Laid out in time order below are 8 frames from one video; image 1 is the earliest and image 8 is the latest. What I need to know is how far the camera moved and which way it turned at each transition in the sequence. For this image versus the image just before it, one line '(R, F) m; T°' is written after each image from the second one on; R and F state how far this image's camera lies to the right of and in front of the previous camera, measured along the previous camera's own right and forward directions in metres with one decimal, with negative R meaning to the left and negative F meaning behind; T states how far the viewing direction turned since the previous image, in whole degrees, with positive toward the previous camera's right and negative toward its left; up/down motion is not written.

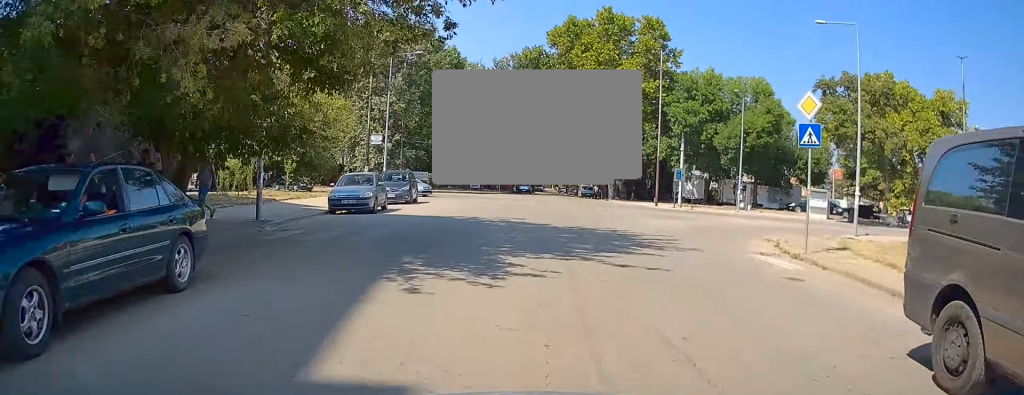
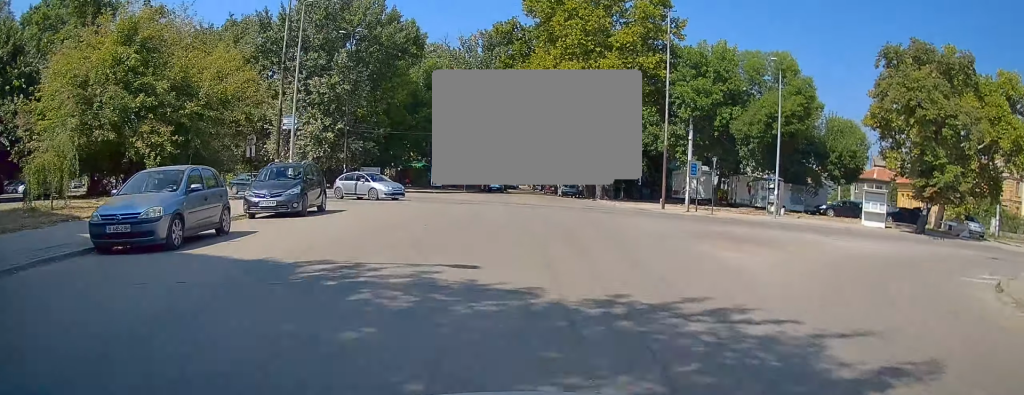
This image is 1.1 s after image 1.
(-0.1, +11.6) m; -2°
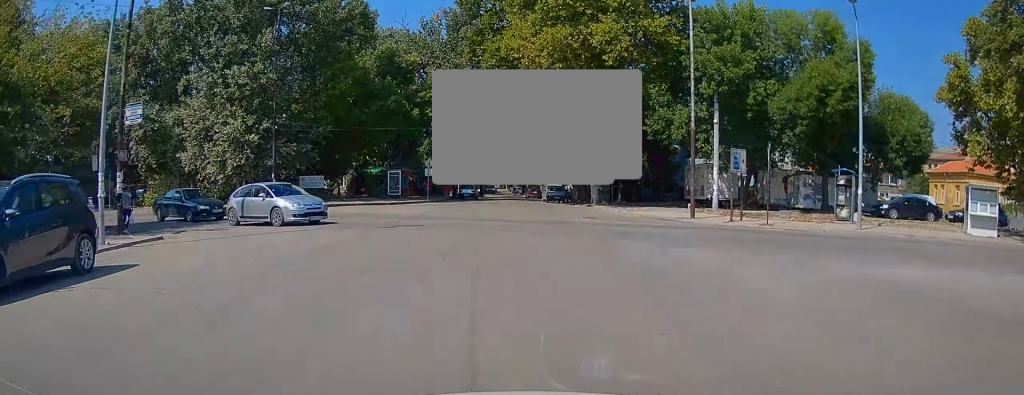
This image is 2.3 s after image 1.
(0.0, +12.1) m; +3°
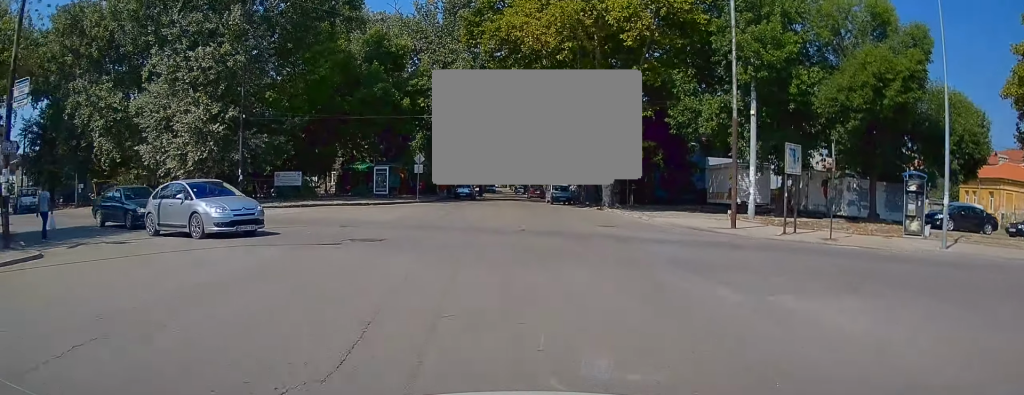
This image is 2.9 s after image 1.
(+0.4, +5.8) m; +1°
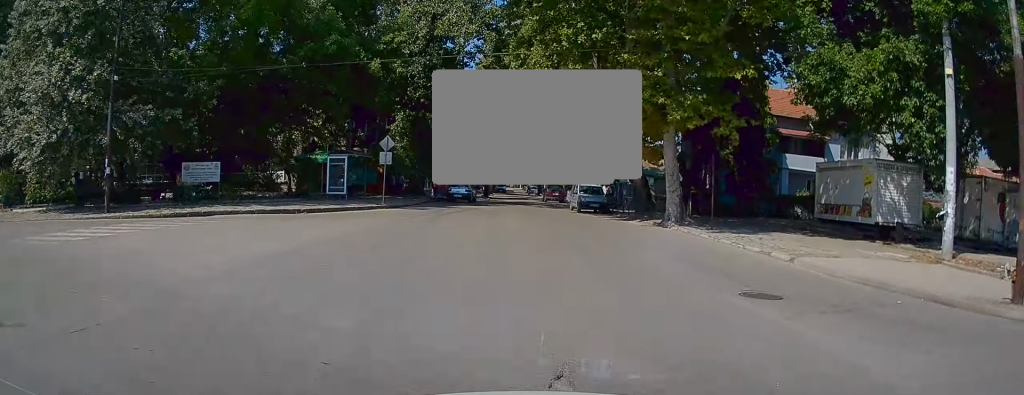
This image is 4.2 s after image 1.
(-0.5, +14.4) m; -2°
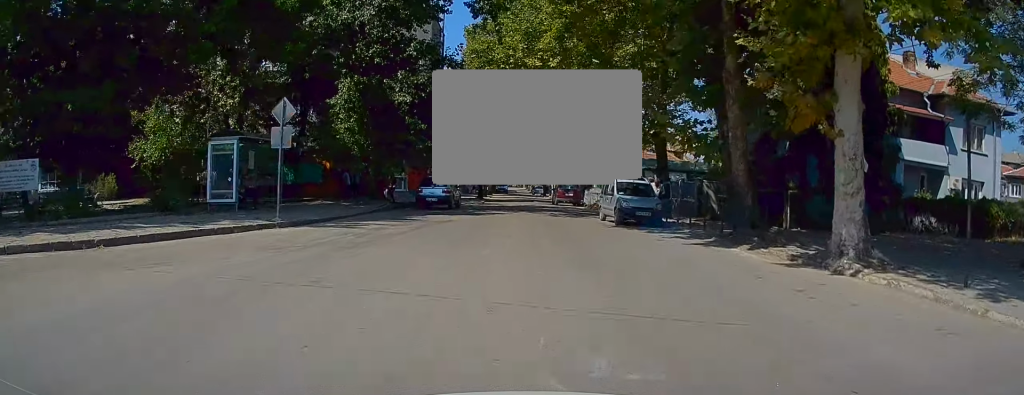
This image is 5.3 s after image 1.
(+0.1, +13.2) m; +2°
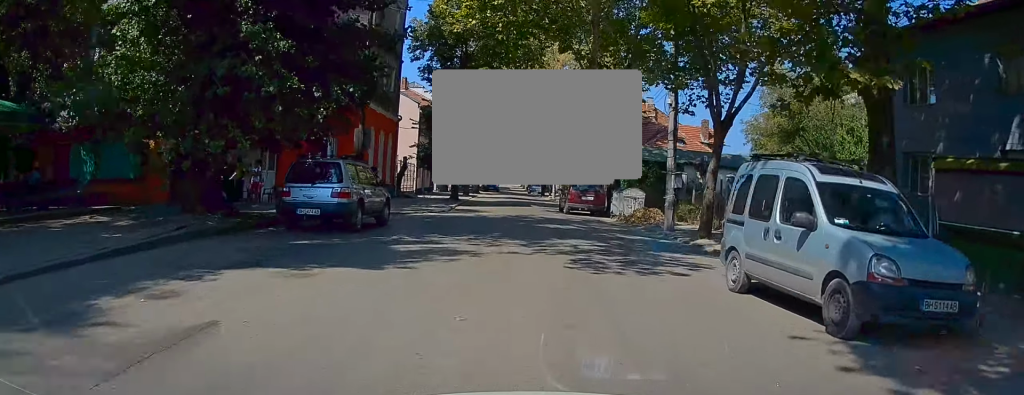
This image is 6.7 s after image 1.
(+0.3, +16.6) m; 0°
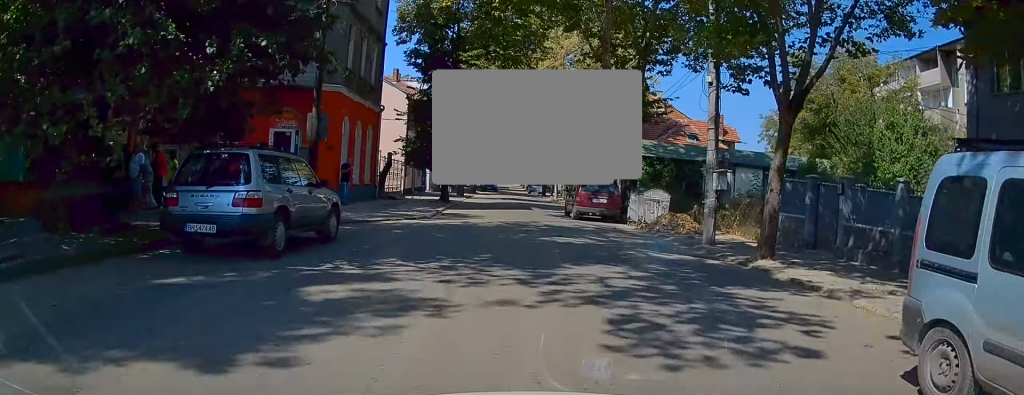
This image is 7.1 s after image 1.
(0.0, +4.8) m; 0°
